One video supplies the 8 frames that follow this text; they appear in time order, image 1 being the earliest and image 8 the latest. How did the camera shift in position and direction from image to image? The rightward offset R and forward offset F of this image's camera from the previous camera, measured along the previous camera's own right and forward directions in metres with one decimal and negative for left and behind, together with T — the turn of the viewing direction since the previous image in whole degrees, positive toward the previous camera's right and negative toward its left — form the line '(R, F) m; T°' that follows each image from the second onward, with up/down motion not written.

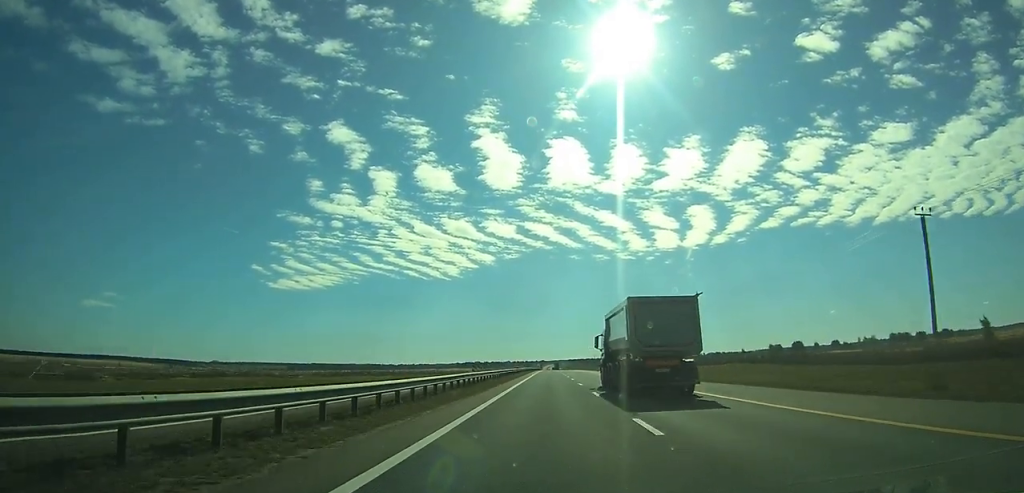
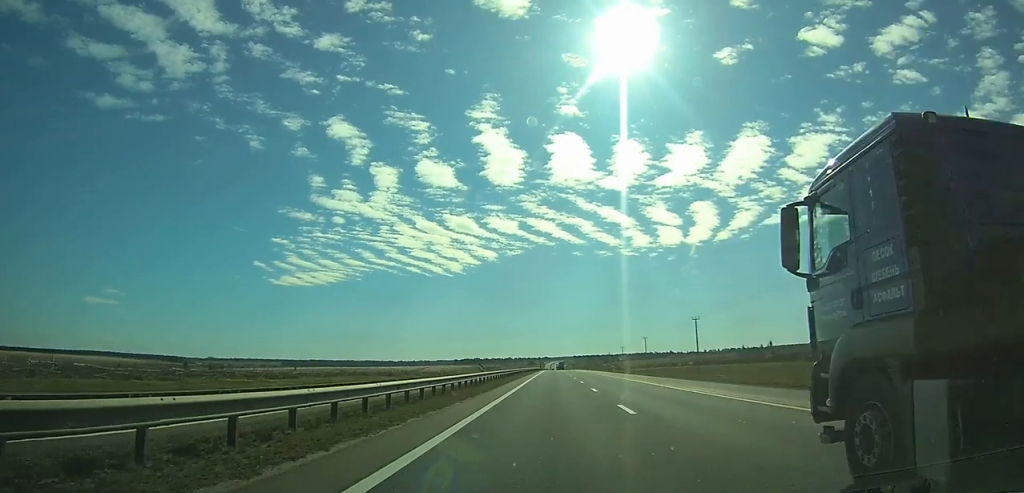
(+0.2, +114.5) m; 0°
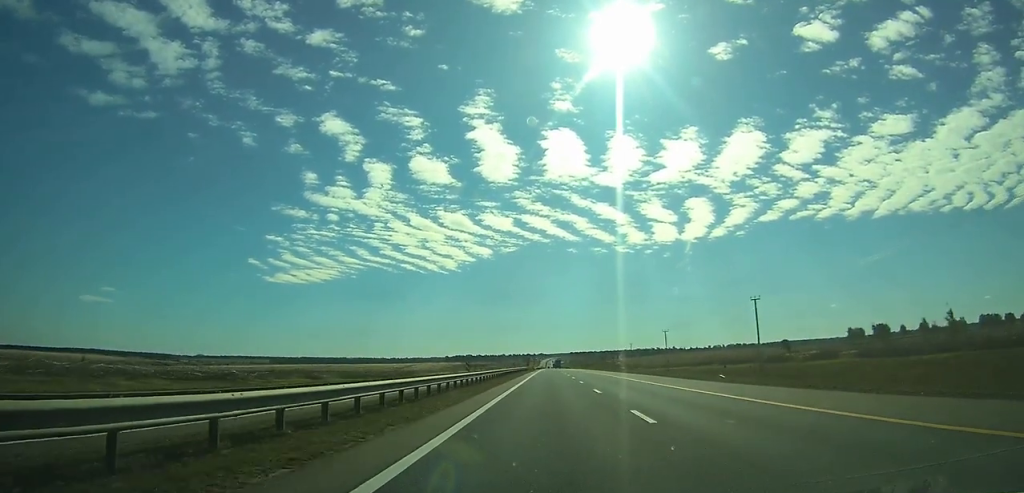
(+0.2, +86.2) m; 0°
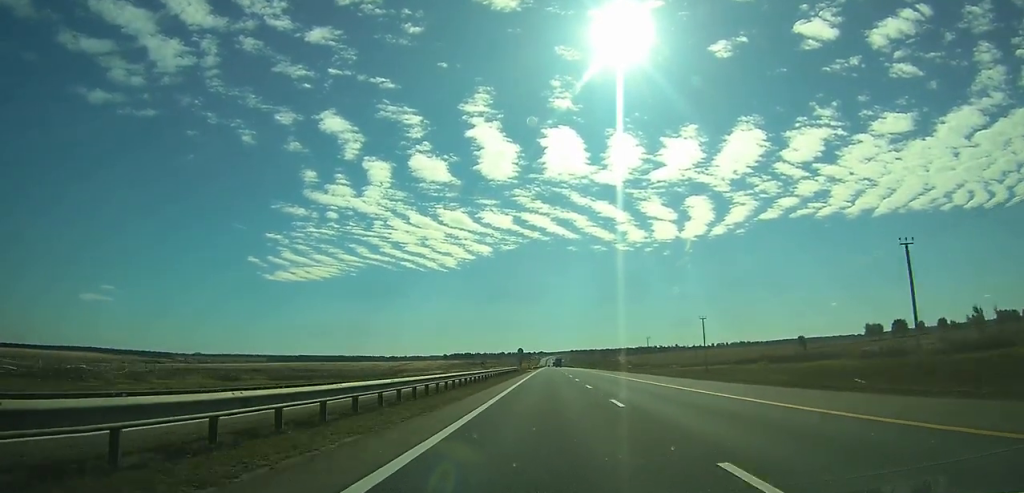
(0.0, +31.8) m; 0°
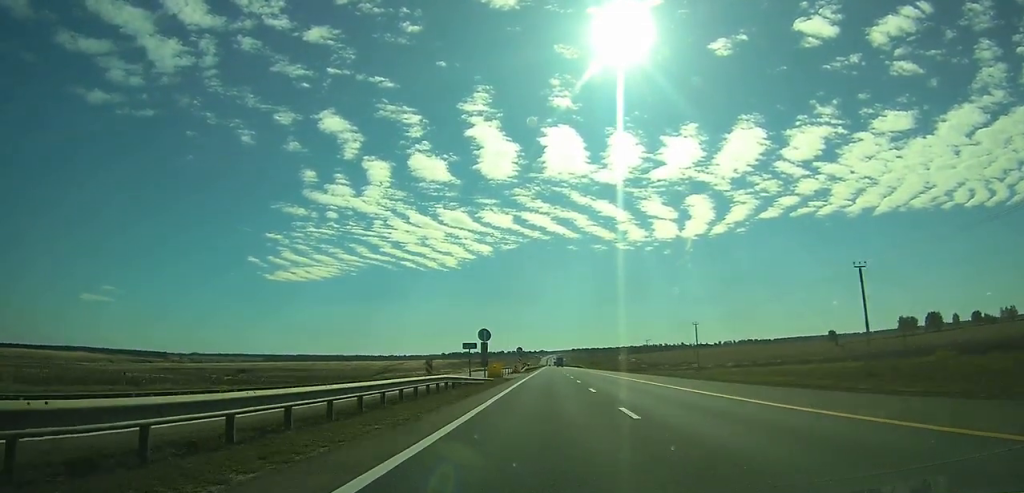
(-0.1, +51.0) m; 0°
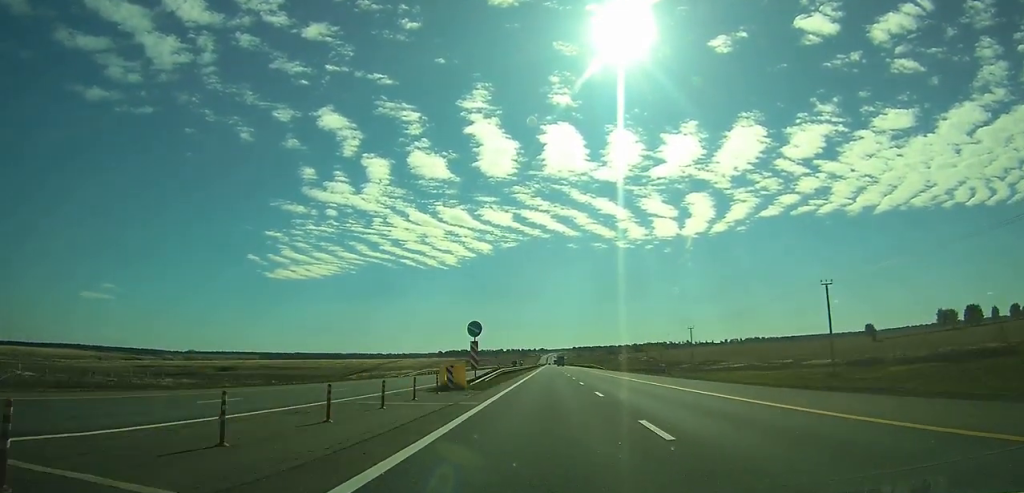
(-0.1, +51.1) m; 0°
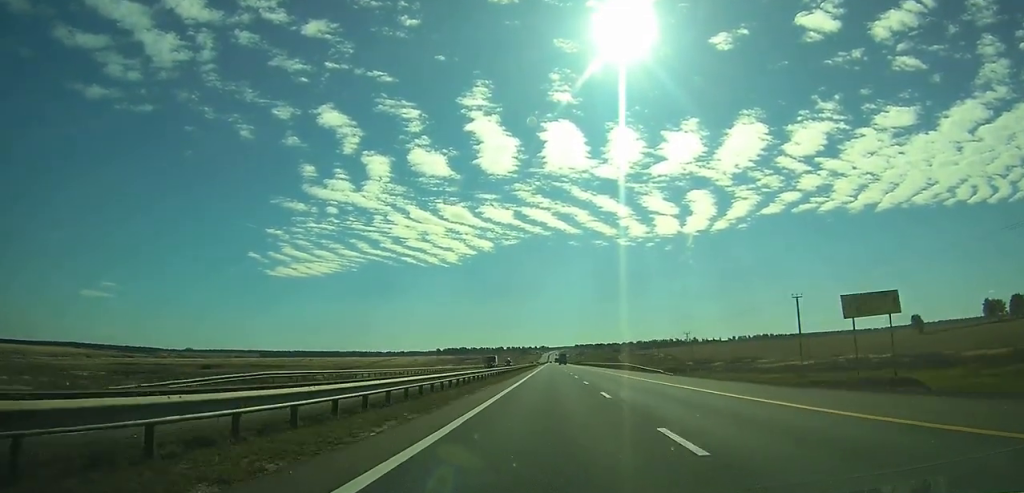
(0.0, +49.3) m; 0°
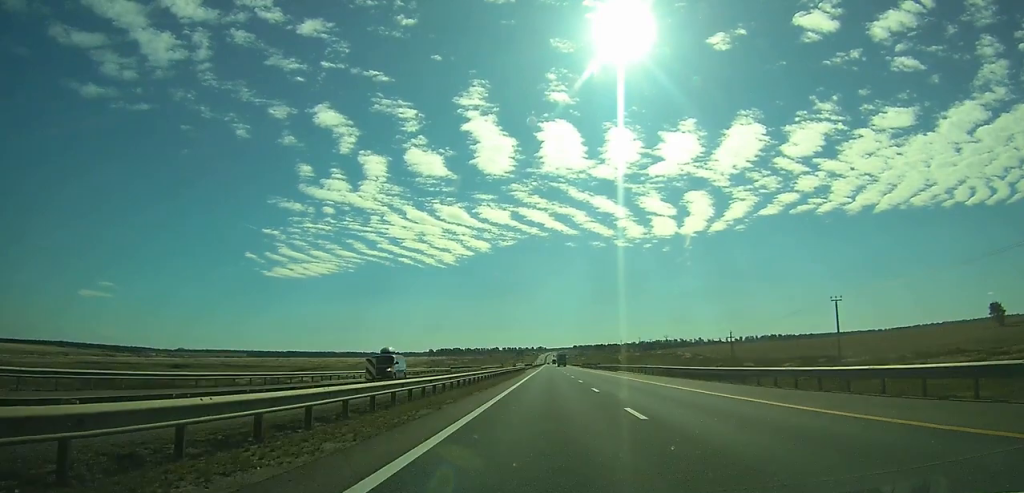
(0.0, +66.5) m; 0°
